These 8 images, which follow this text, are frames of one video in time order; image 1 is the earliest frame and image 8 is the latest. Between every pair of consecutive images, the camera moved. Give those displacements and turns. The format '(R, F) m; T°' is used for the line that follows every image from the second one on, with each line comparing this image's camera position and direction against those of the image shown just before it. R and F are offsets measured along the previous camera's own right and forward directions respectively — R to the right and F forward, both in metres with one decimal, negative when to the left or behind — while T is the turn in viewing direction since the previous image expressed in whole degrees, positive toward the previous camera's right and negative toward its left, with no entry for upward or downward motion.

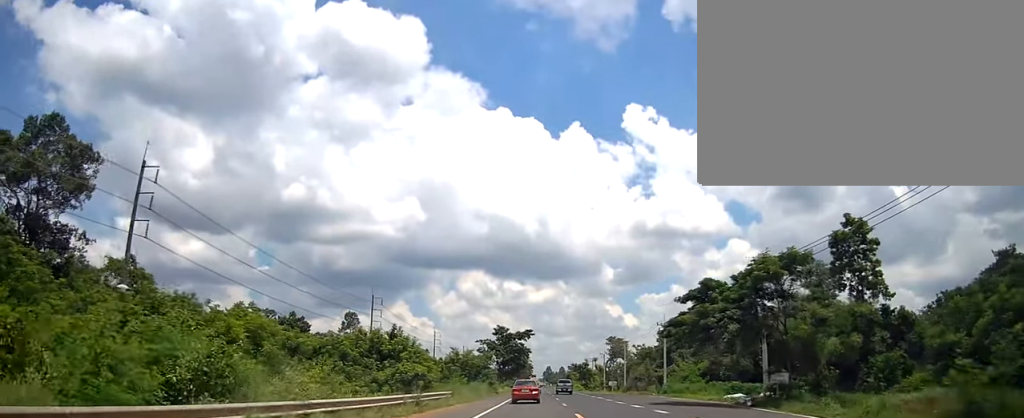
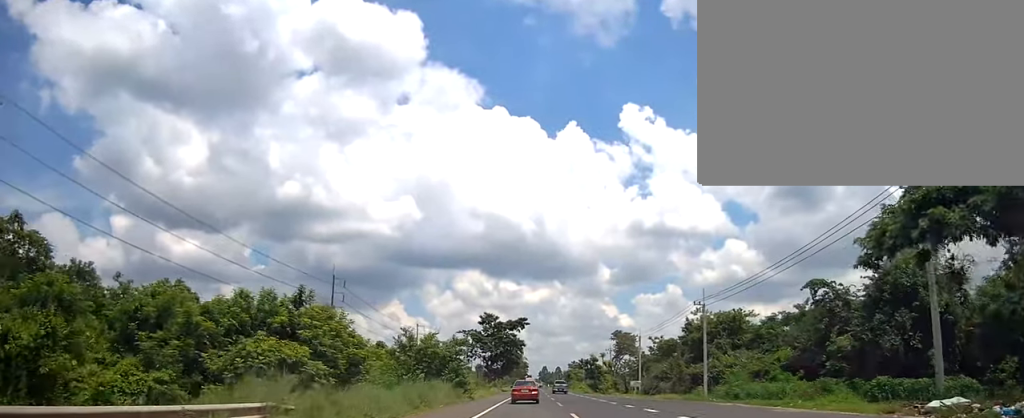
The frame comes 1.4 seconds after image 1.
(0.0, +22.4) m; +1°
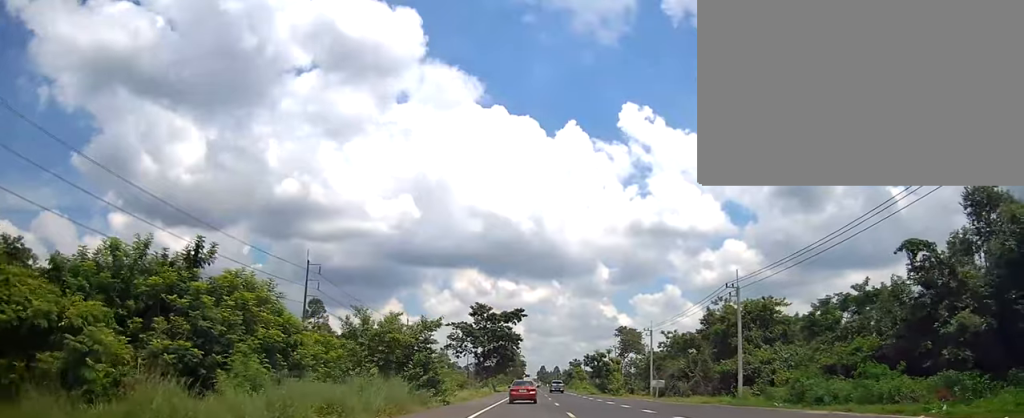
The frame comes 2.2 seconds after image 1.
(+0.2, +11.3) m; 0°
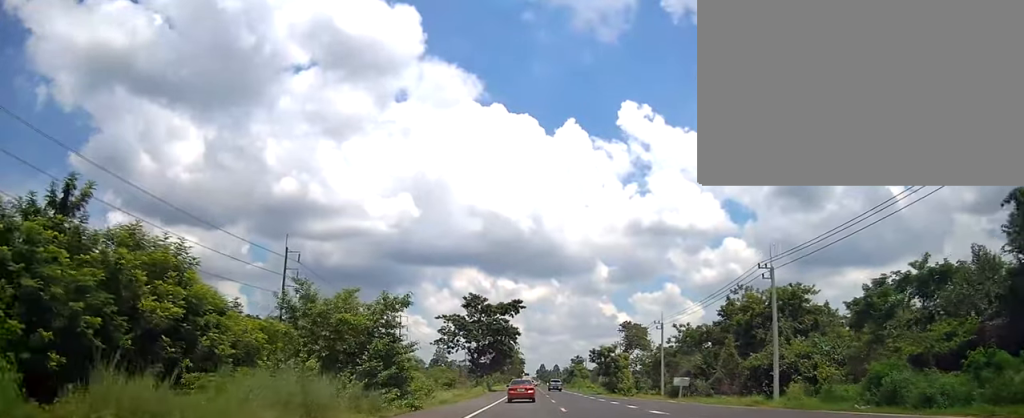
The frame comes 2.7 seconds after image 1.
(+0.1, +8.0) m; -1°
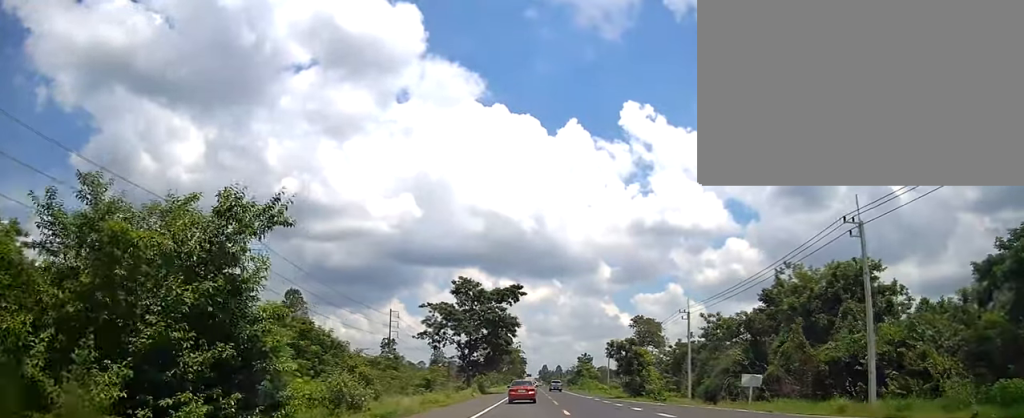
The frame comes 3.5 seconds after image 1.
(-0.4, +13.1) m; -2°
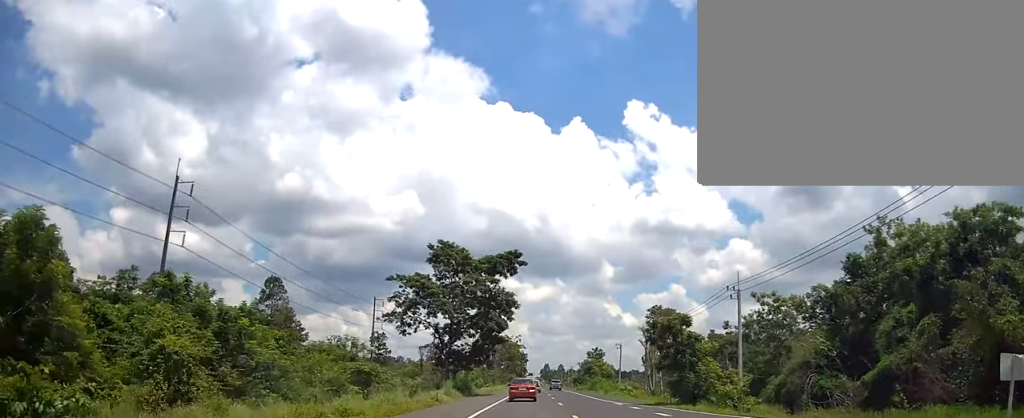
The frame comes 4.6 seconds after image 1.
(-0.1, +16.4) m; 0°
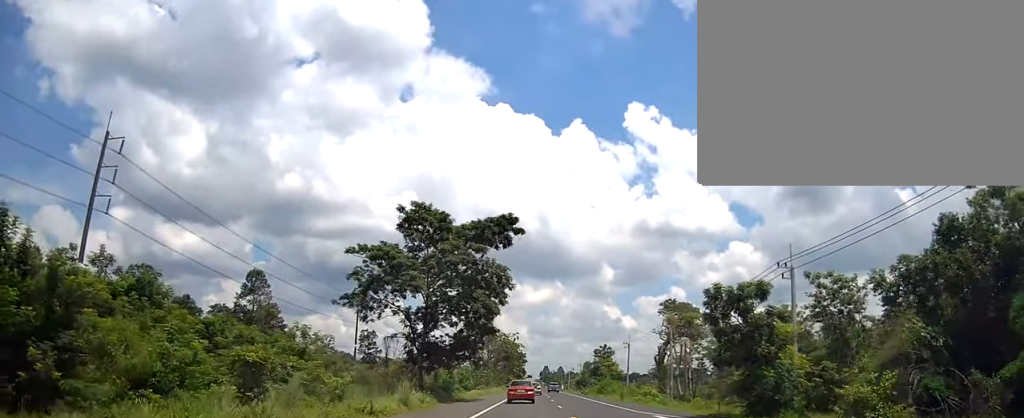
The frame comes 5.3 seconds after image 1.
(+0.1, +11.4) m; +1°
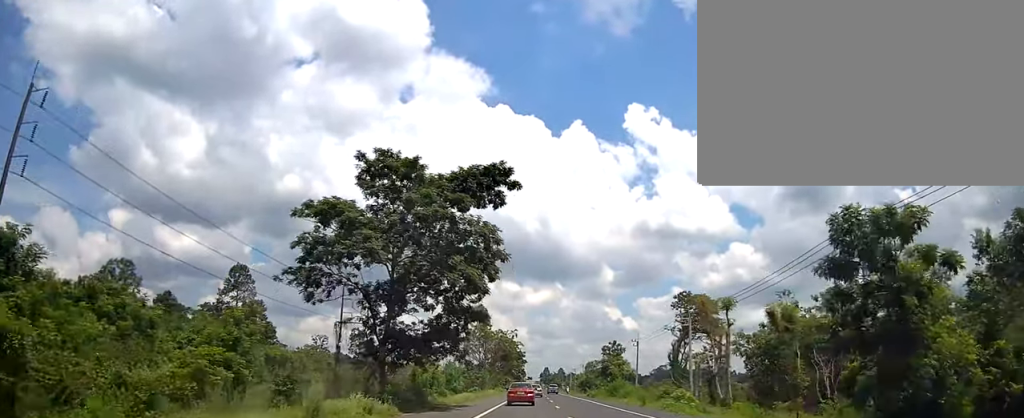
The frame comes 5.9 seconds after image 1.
(+0.1, +9.7) m; 0°
